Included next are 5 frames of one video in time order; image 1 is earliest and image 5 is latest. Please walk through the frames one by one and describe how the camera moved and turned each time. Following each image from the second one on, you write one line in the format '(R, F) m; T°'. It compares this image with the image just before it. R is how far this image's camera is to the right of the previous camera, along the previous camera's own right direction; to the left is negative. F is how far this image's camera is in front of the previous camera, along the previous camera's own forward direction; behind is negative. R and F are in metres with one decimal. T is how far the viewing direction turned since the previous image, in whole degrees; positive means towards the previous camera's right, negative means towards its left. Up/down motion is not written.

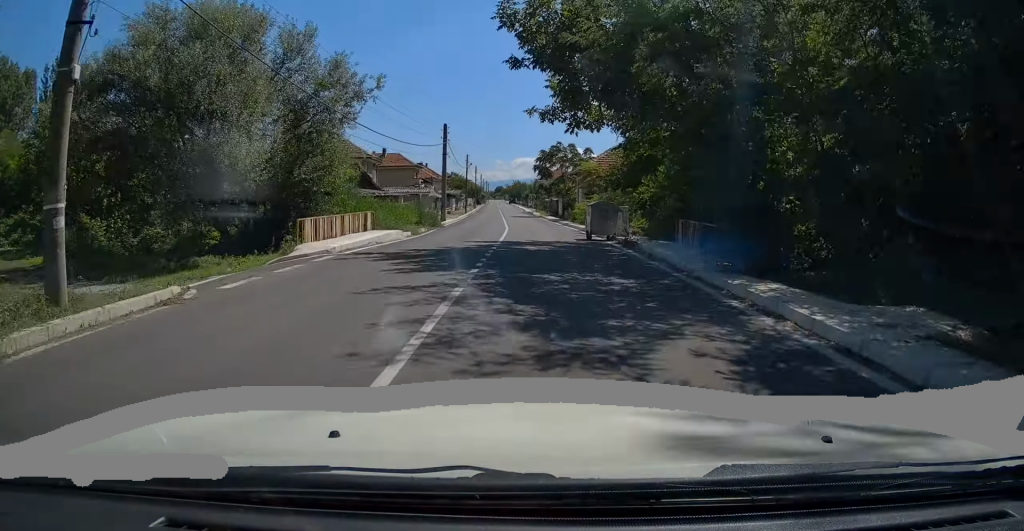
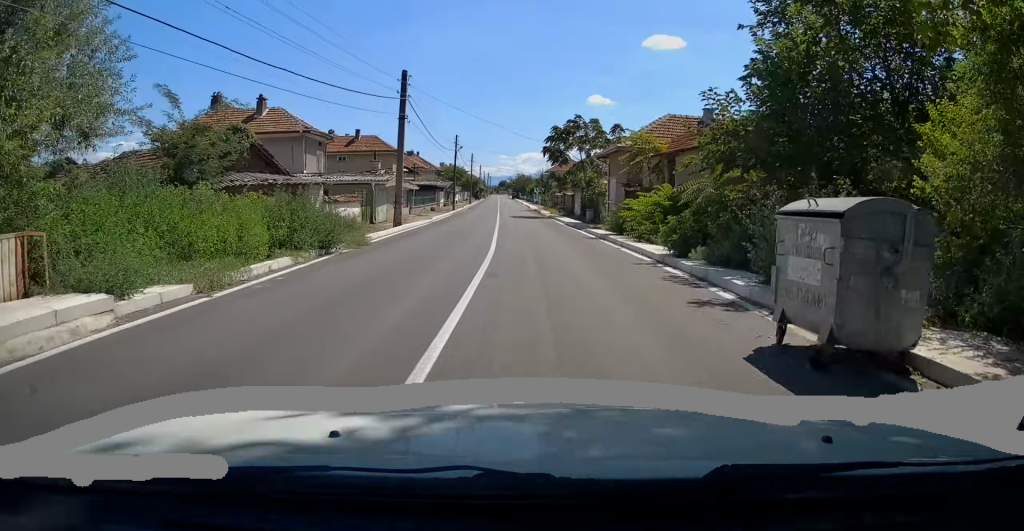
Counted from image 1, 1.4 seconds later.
(-0.1, +16.9) m; 0°
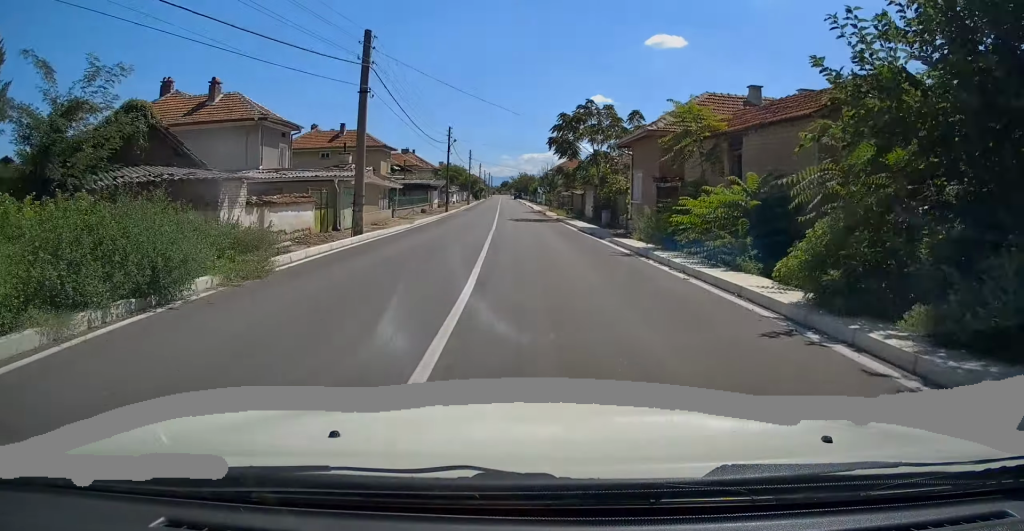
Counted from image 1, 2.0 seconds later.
(0.0, +7.0) m; 0°
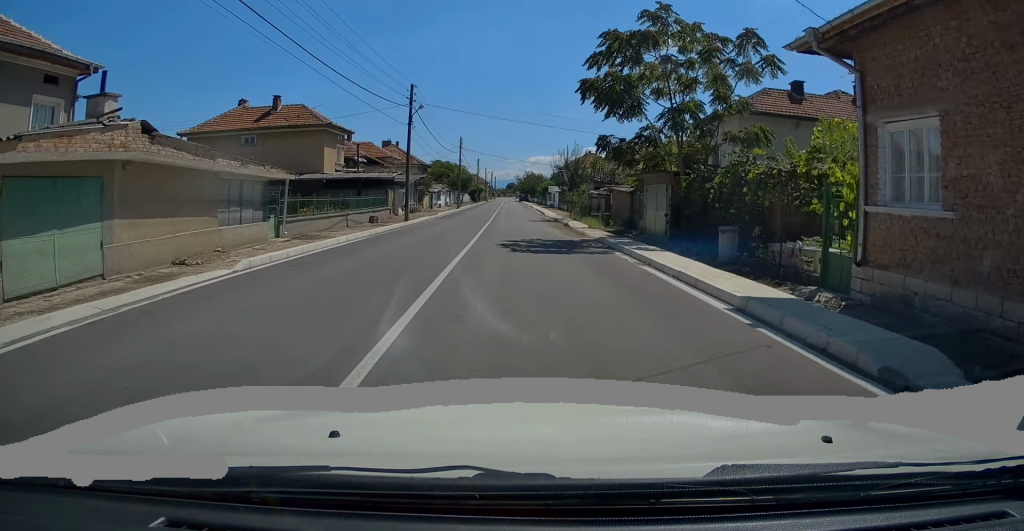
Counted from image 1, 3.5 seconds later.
(0.0, +19.9) m; -1°
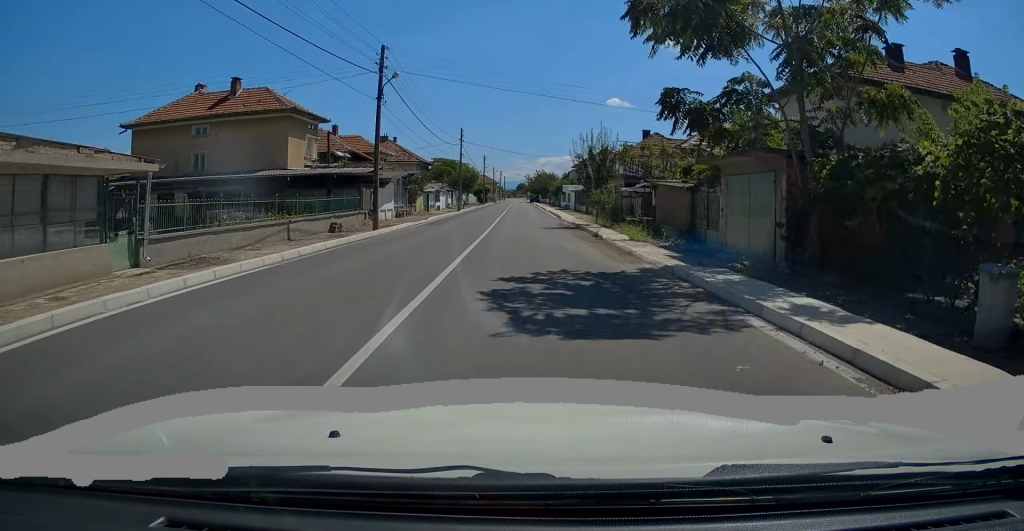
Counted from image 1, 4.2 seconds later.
(-0.1, +8.6) m; -1°
